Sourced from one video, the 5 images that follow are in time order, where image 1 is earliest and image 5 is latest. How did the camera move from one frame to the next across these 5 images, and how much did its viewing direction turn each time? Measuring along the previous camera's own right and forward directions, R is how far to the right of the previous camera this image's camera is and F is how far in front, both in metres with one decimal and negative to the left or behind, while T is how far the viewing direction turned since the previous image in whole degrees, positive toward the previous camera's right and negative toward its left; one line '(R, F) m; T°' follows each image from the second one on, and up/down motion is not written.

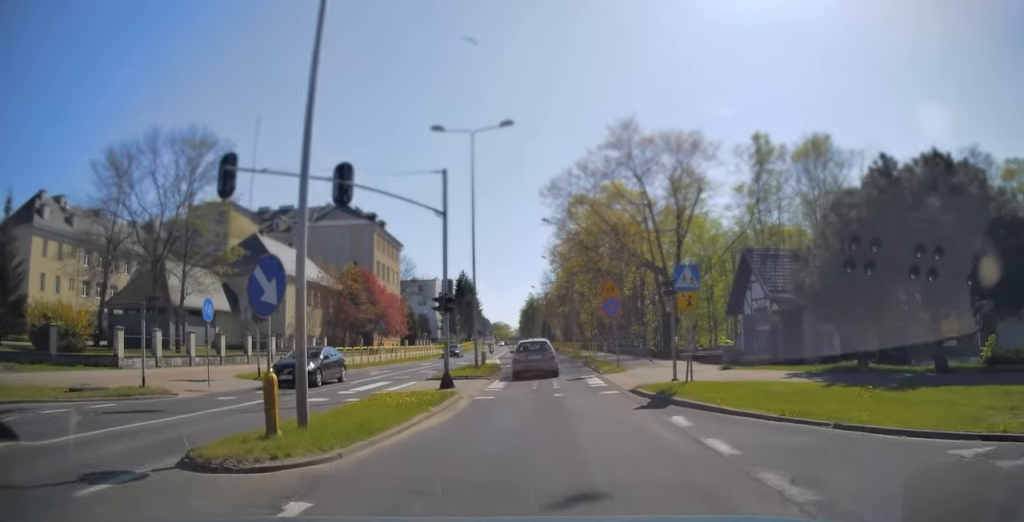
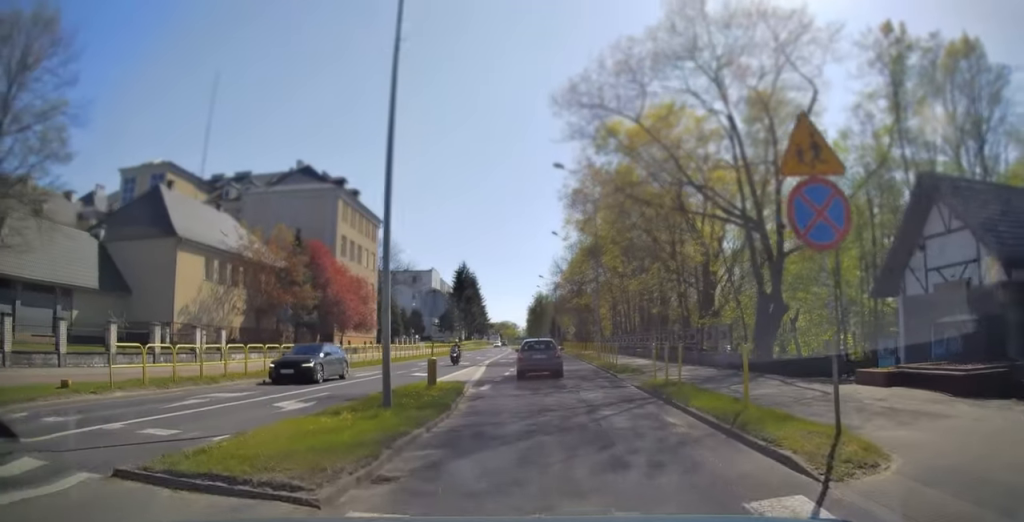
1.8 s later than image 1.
(-0.2, +17.8) m; 0°
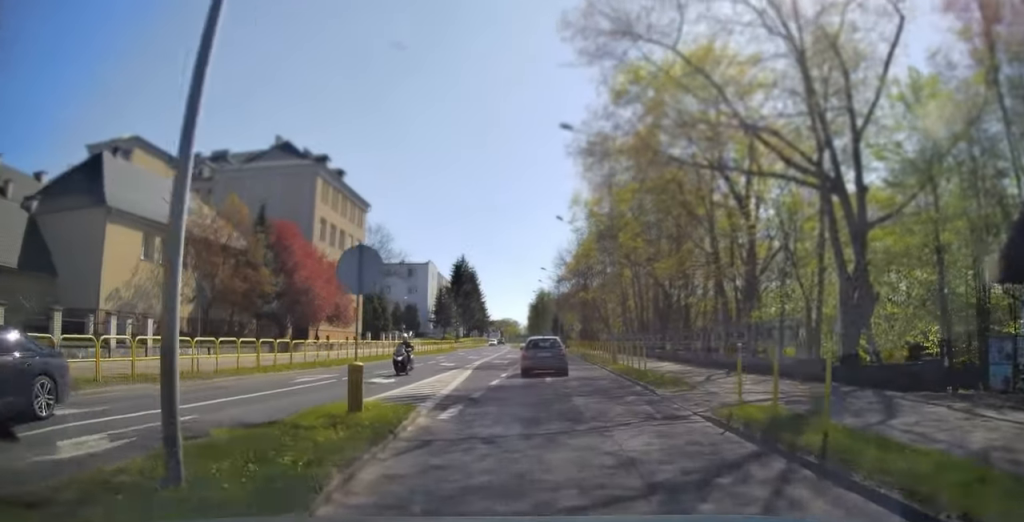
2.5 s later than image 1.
(0.0, +7.0) m; 0°
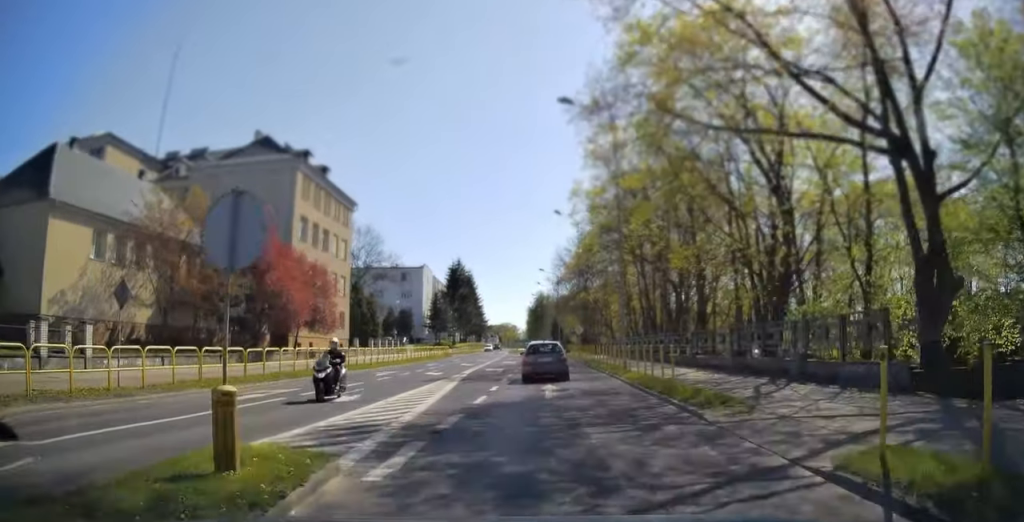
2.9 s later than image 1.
(0.0, +4.2) m; 0°
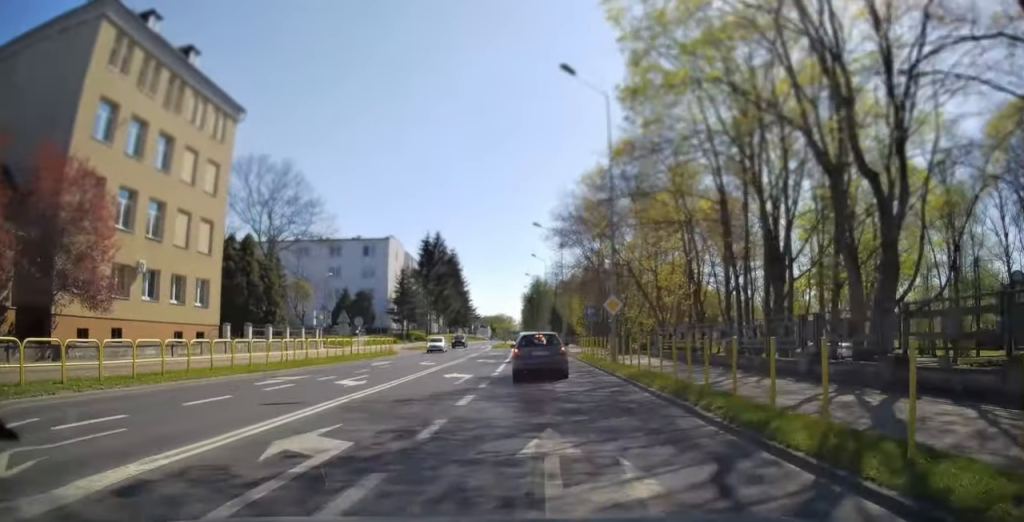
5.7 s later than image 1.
(-0.3, +25.9) m; 0°
